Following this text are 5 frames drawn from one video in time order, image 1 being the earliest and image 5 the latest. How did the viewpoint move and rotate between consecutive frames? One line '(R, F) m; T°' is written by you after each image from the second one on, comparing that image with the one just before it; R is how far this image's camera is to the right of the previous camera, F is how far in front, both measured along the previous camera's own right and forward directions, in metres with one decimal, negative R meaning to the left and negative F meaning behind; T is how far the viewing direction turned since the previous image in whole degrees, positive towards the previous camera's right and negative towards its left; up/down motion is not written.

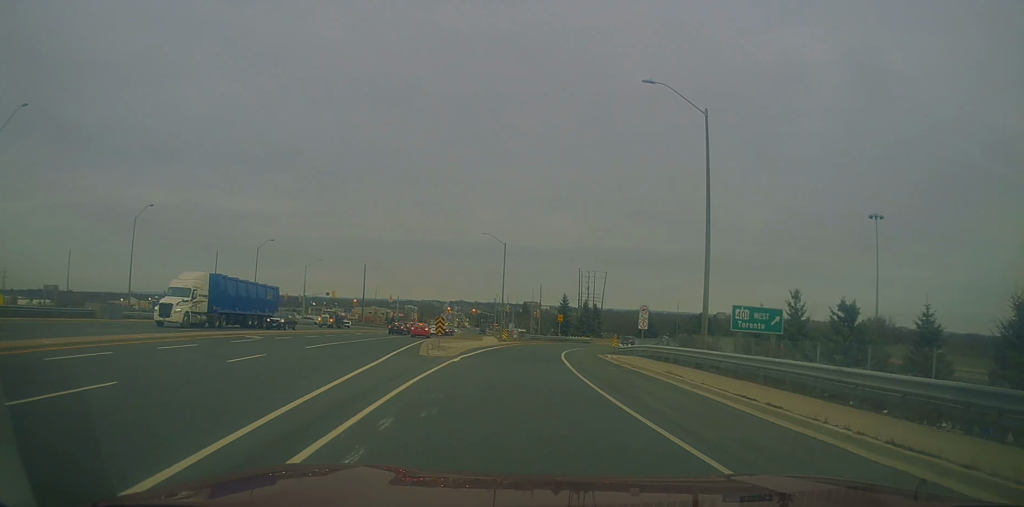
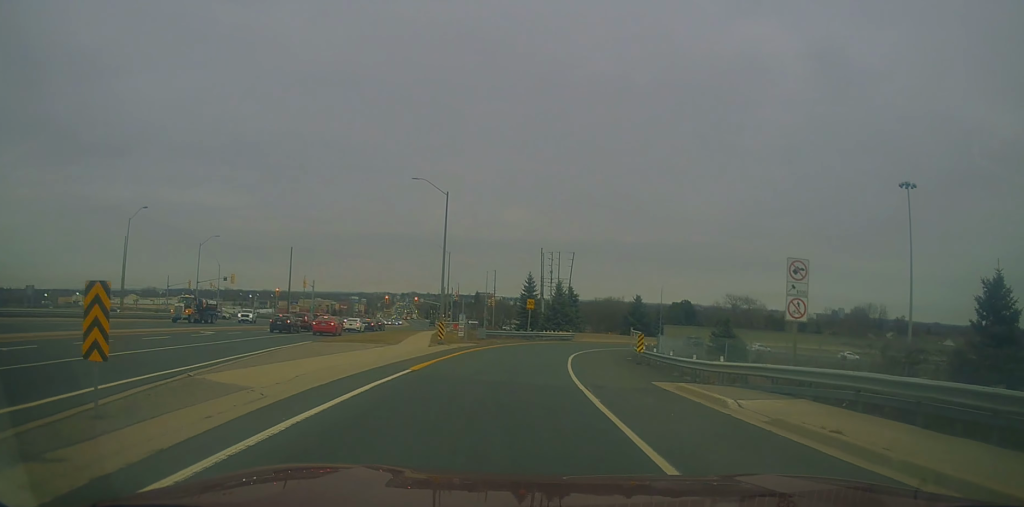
(+1.7, +24.3) m; +5°
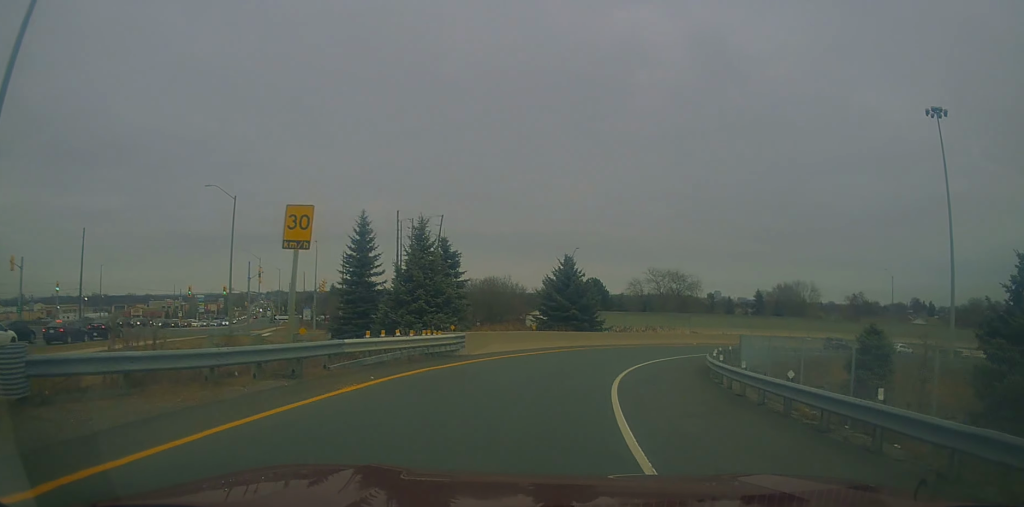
(+3.0, +36.8) m; +13°
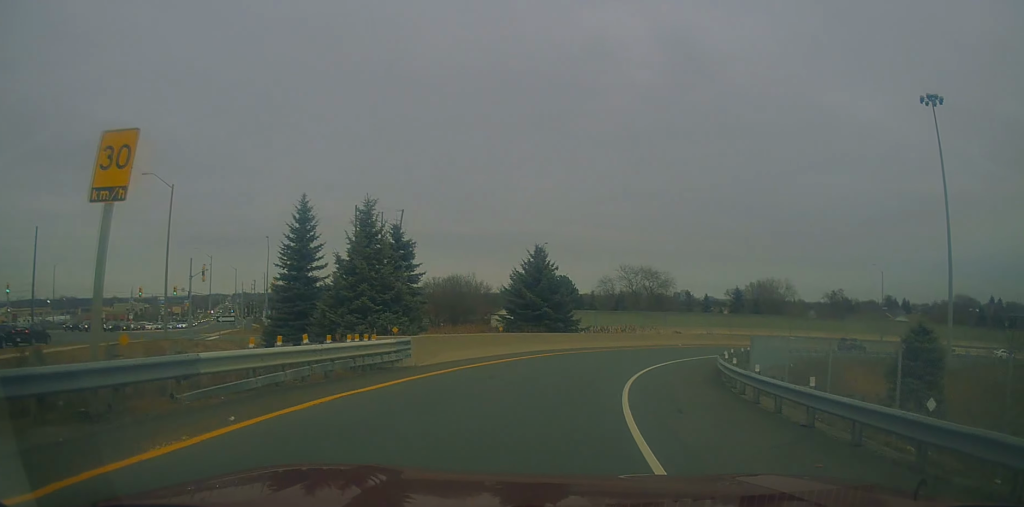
(+0.4, +5.3) m; +5°
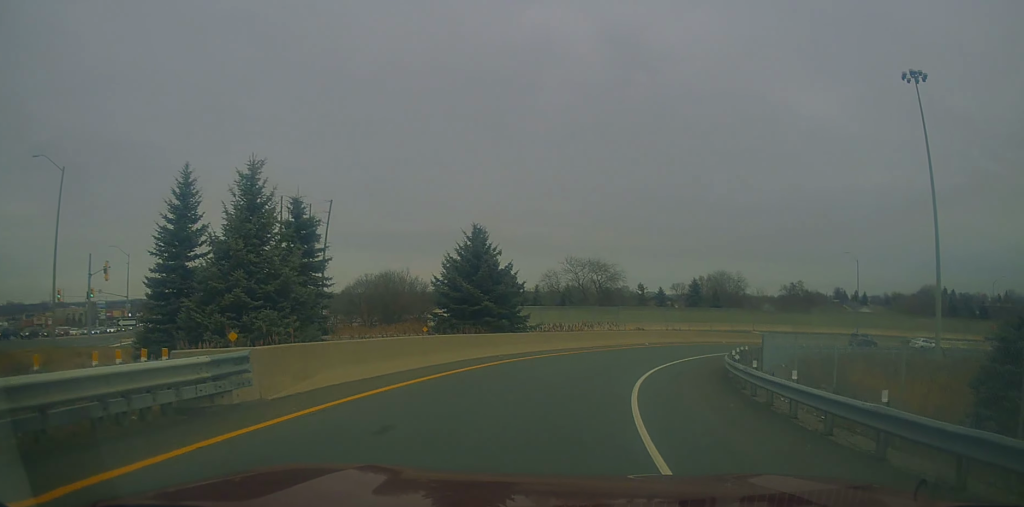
(+0.2, +7.3) m; +6°
